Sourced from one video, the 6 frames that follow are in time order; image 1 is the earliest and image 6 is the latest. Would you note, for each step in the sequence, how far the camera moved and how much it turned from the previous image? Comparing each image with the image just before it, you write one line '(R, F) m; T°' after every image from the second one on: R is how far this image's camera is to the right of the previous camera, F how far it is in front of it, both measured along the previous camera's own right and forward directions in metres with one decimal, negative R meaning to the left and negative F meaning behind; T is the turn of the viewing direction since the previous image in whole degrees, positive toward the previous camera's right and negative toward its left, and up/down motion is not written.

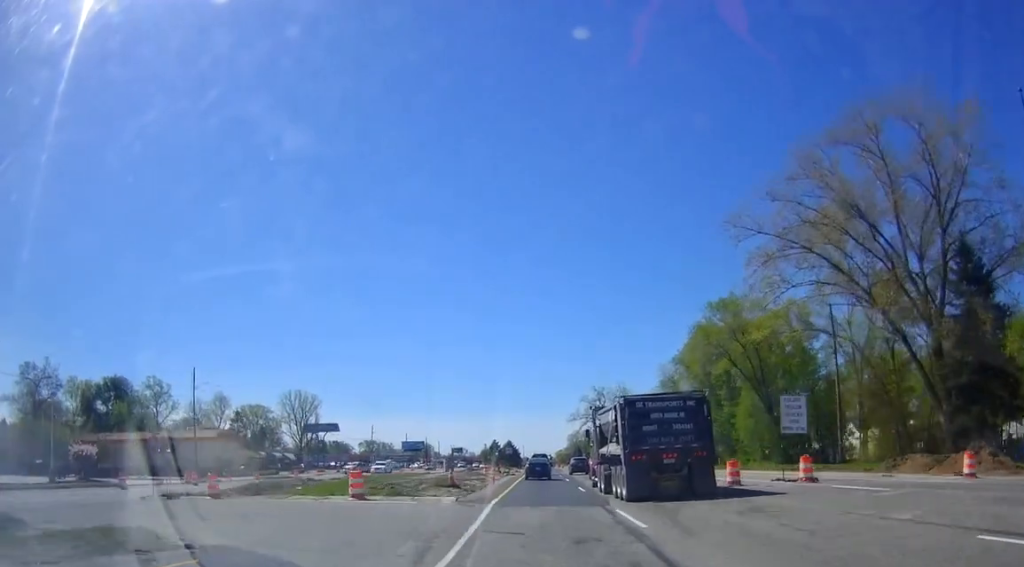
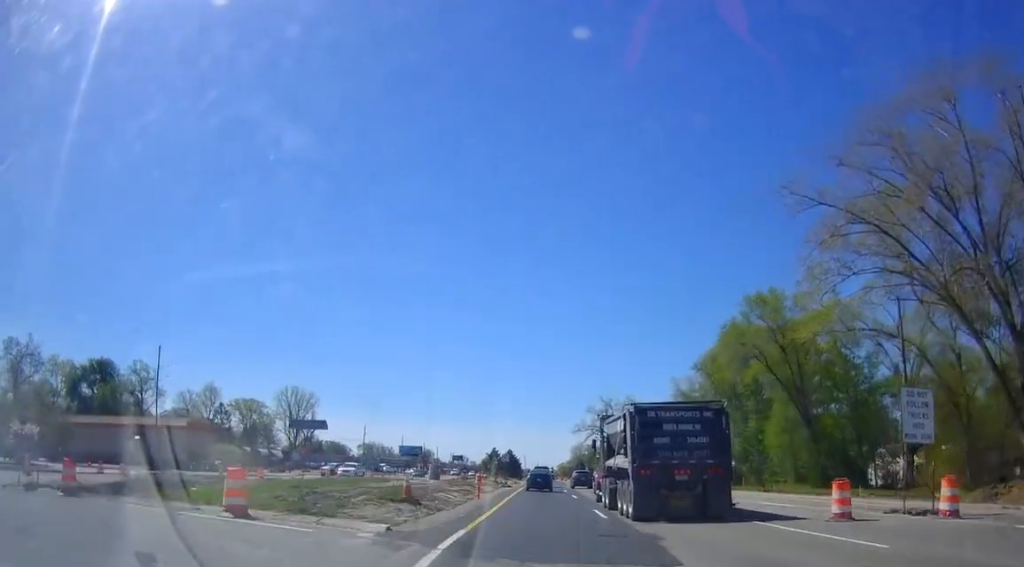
(+0.1, +8.7) m; 0°
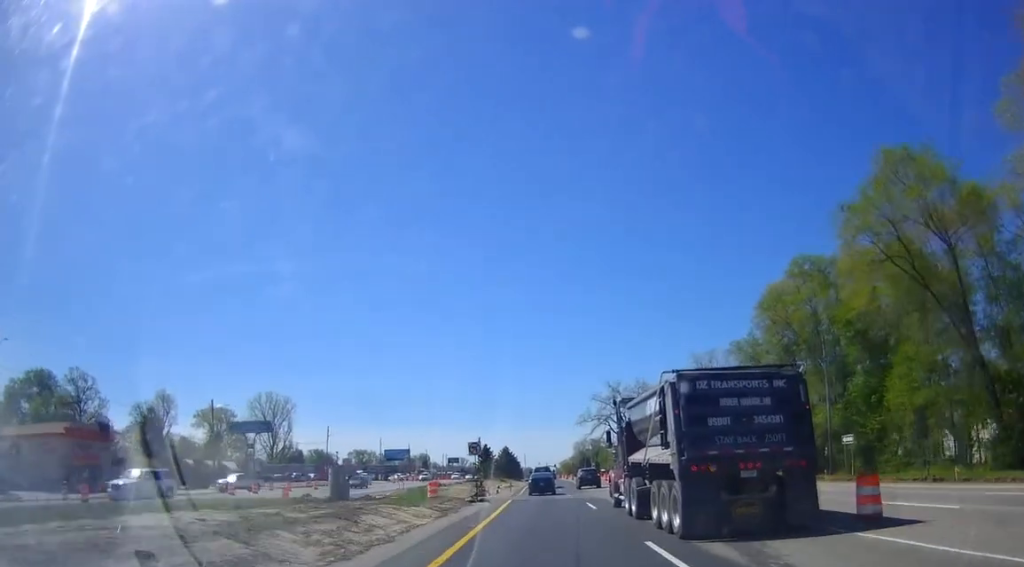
(-0.3, +23.0) m; -2°
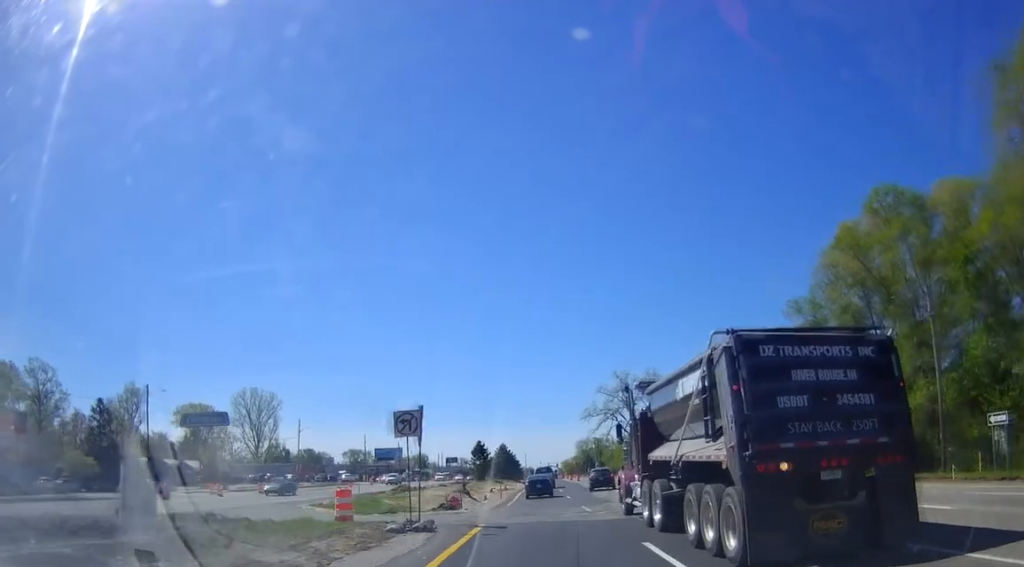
(-0.2, +12.9) m; -1°
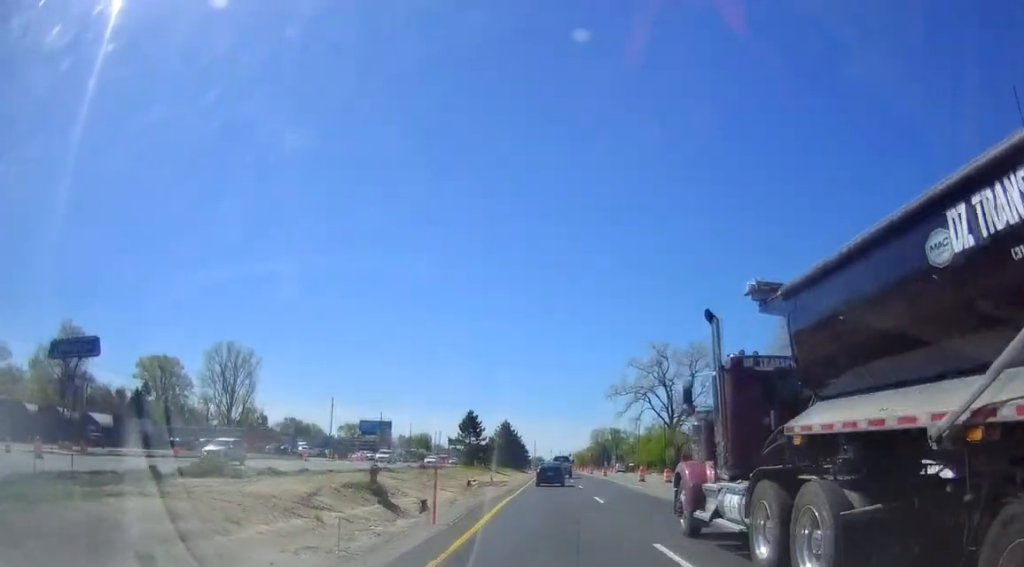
(+0.5, +28.0) m; +1°
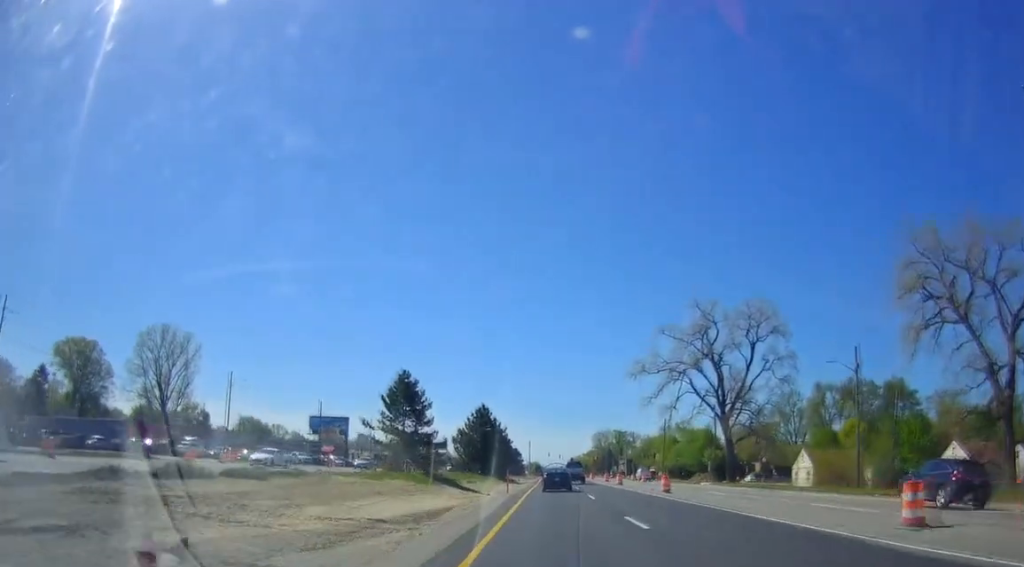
(-0.4, +36.7) m; -1°
